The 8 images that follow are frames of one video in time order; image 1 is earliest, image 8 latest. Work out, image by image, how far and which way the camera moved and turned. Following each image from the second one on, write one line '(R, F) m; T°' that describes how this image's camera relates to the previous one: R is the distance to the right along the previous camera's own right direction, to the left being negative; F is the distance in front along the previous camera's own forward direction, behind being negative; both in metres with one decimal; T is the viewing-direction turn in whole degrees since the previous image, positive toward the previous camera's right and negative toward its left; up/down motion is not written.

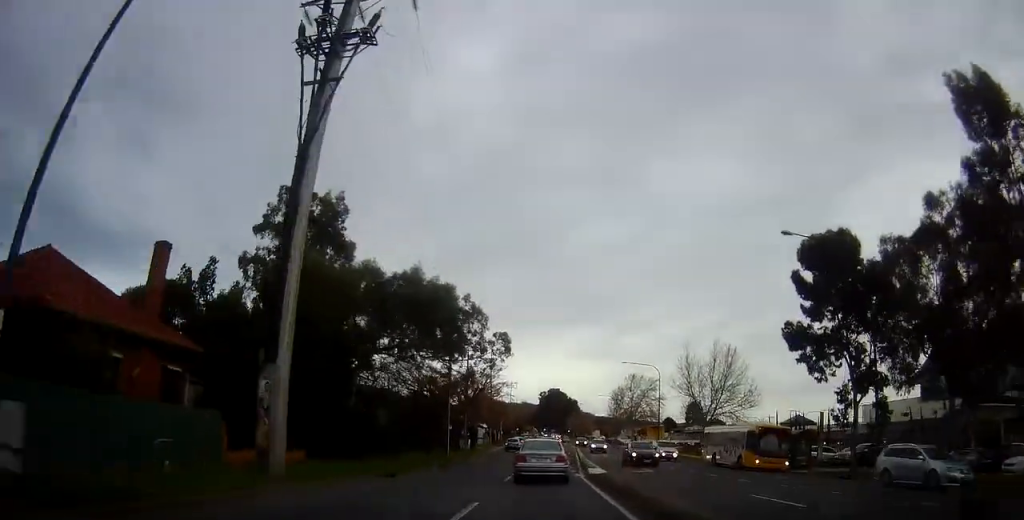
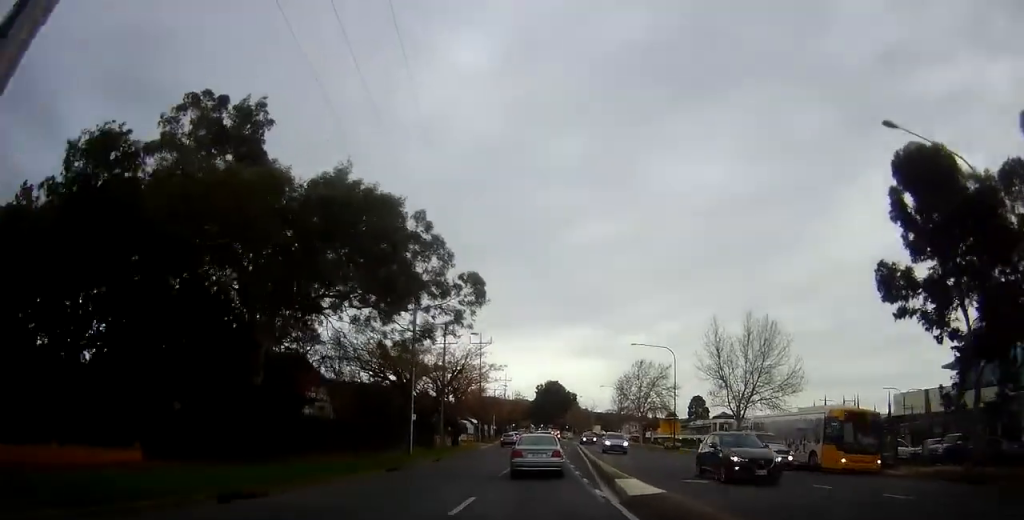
(-0.7, +11.7) m; 0°
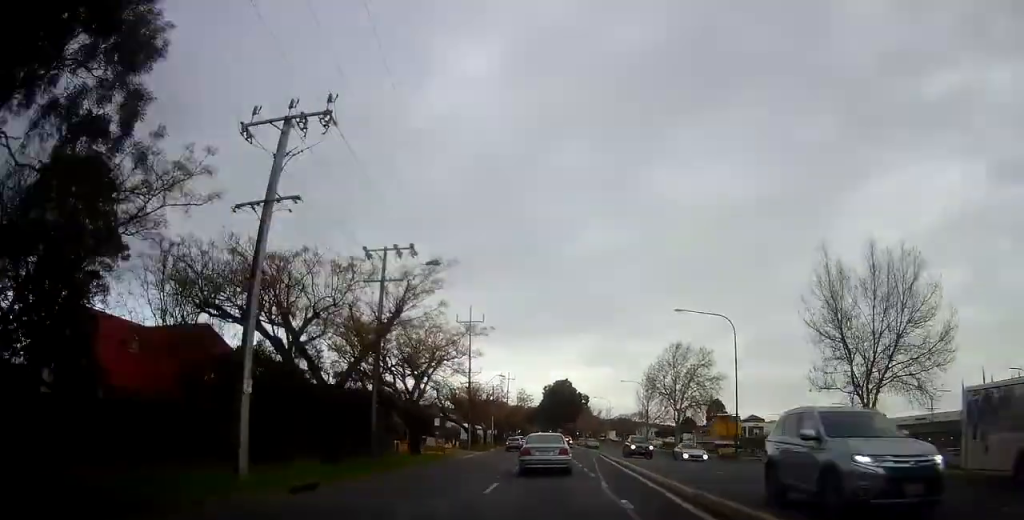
(+0.7, +20.3) m; +2°
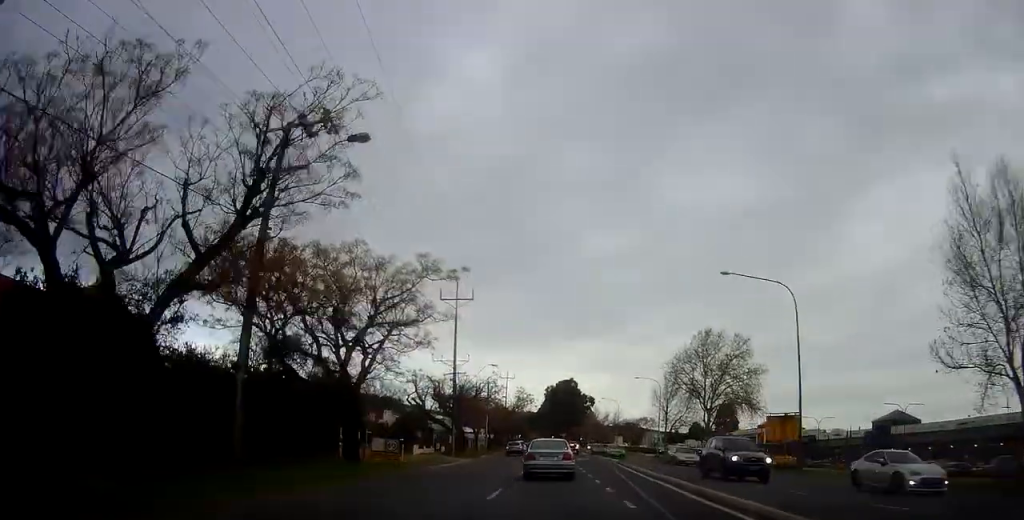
(-0.3, +12.5) m; 0°
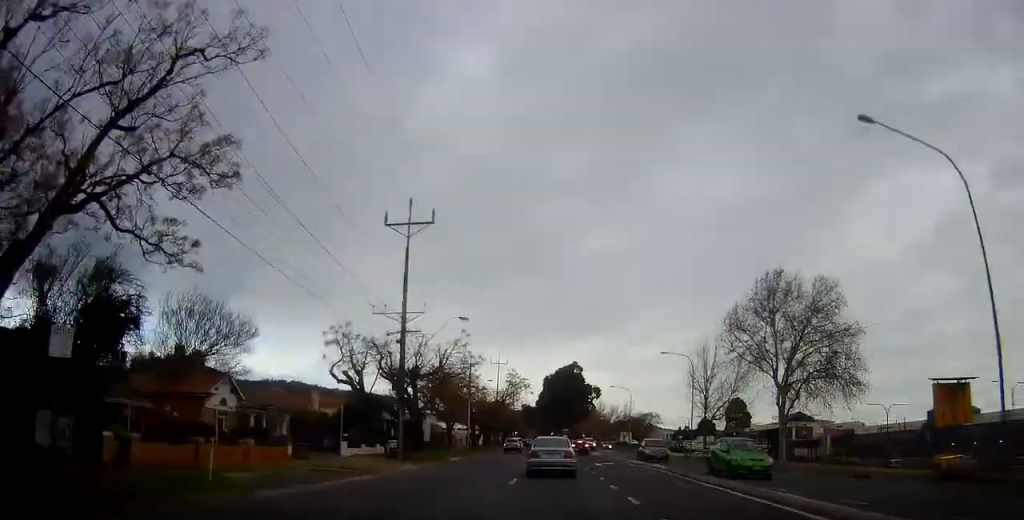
(-0.1, +19.2) m; -2°
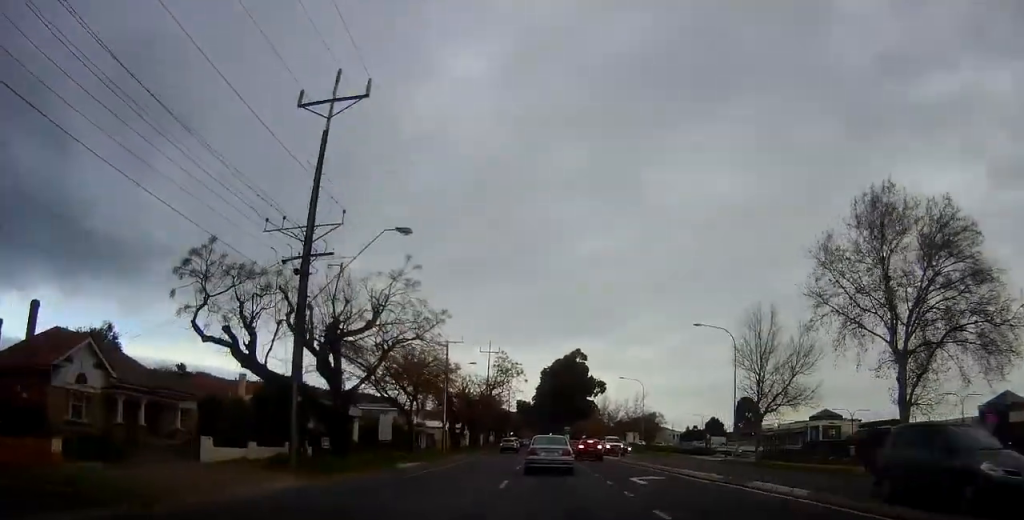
(-0.1, +14.8) m; +2°
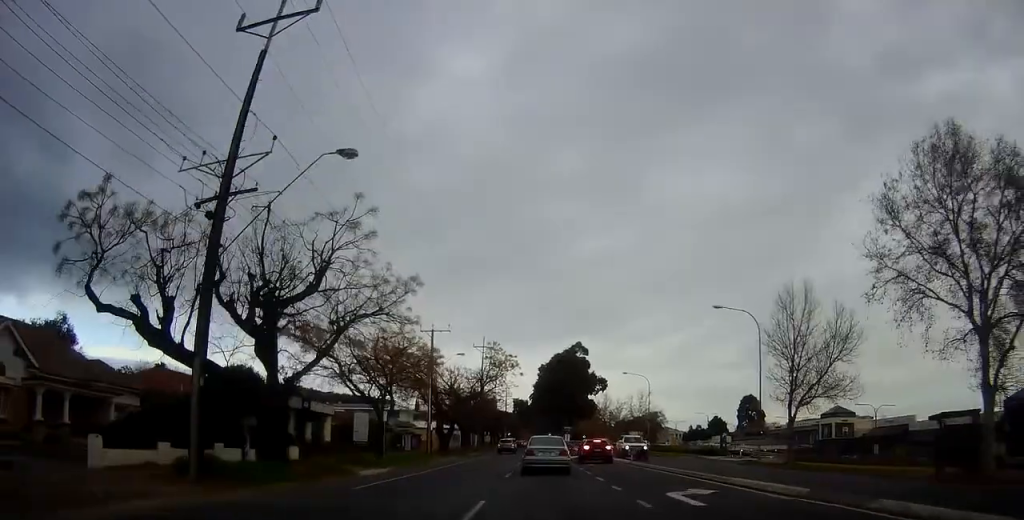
(+0.2, +6.2) m; +1°
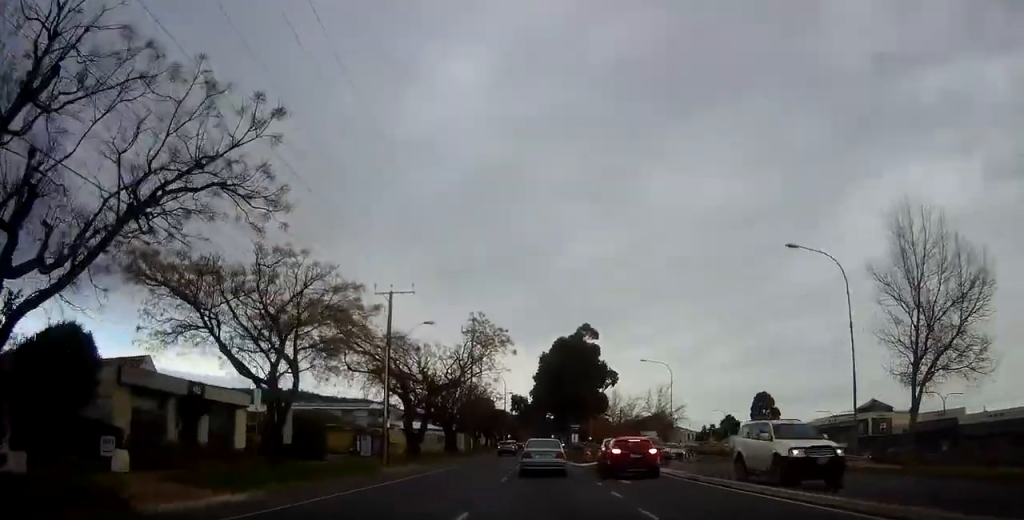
(0.0, +13.5) m; -2°
